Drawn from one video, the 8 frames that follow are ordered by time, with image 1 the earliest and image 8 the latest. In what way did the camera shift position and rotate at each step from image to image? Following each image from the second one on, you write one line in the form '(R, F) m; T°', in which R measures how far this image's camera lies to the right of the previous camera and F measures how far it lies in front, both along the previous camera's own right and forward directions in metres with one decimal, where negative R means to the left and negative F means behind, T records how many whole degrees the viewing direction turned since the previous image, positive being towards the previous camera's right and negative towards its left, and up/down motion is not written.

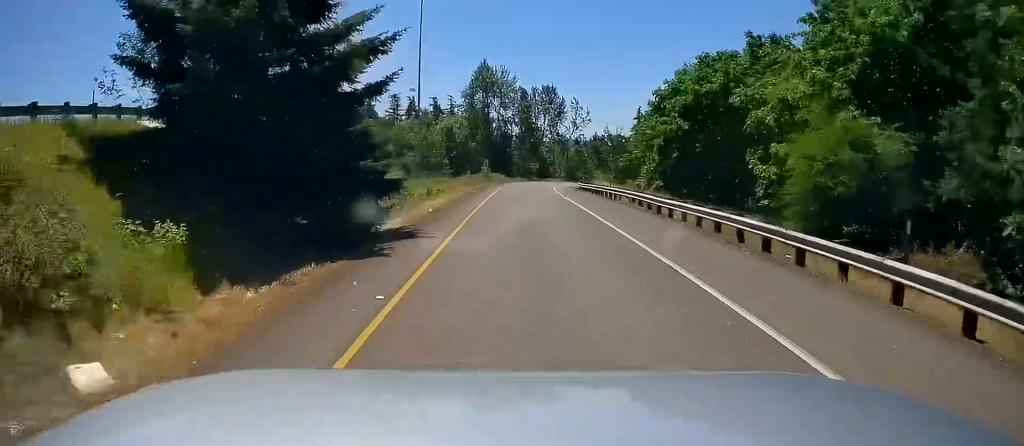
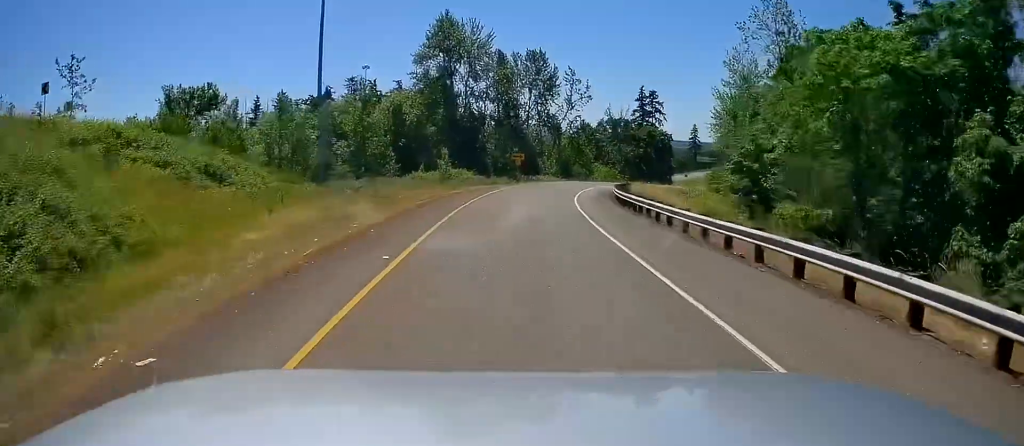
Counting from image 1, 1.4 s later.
(+0.6, +35.1) m; +3°
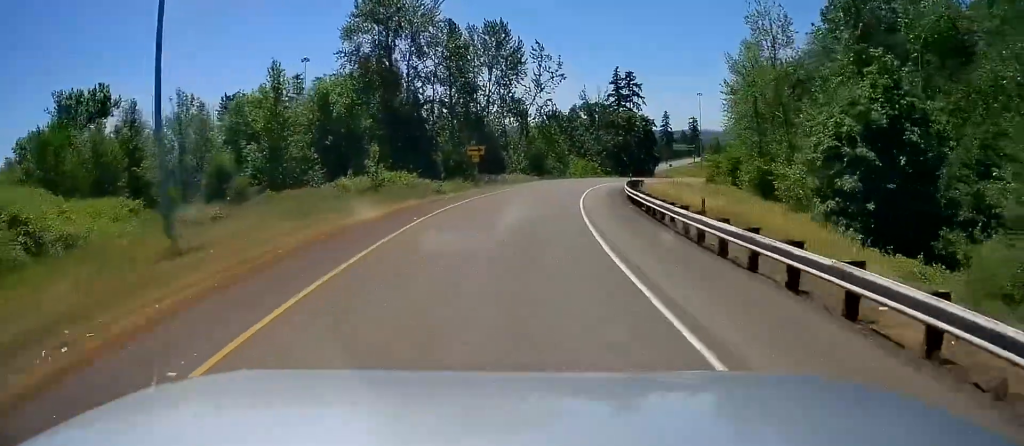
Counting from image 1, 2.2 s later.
(+0.5, +18.7) m; +4°
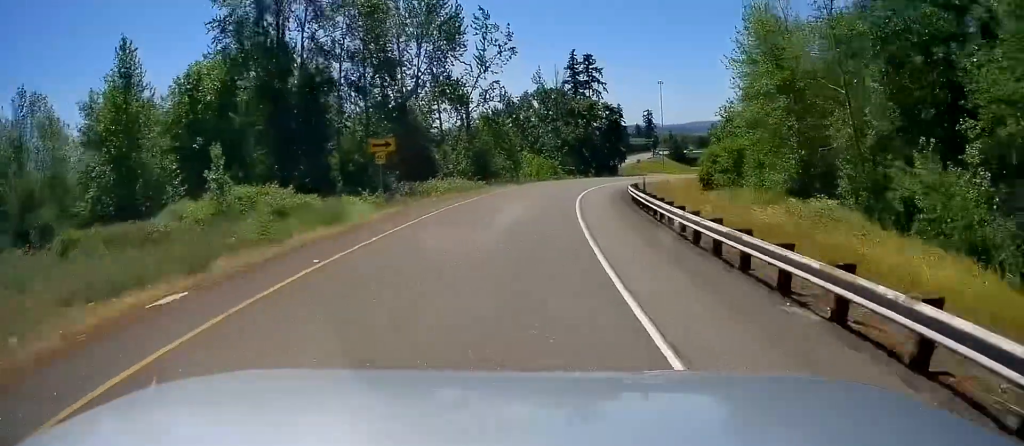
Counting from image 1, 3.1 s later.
(+0.9, +19.2) m; +6°
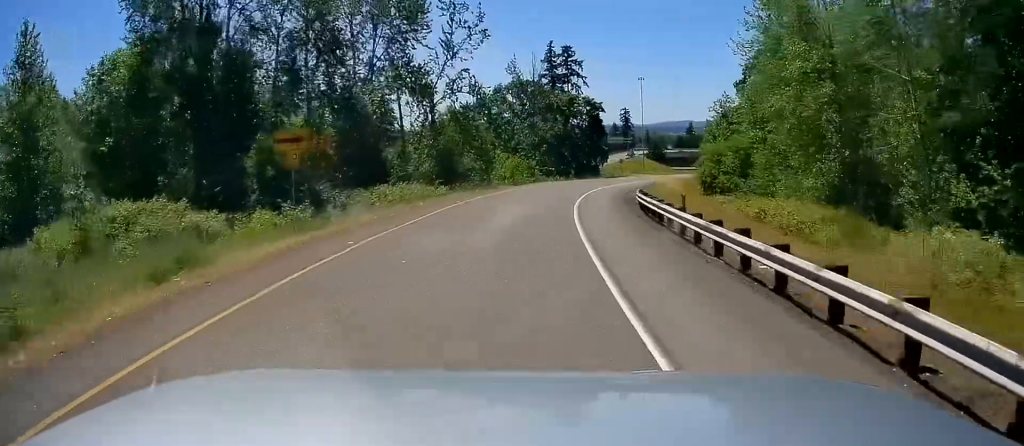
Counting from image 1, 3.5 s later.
(+0.5, +9.2) m; +3°
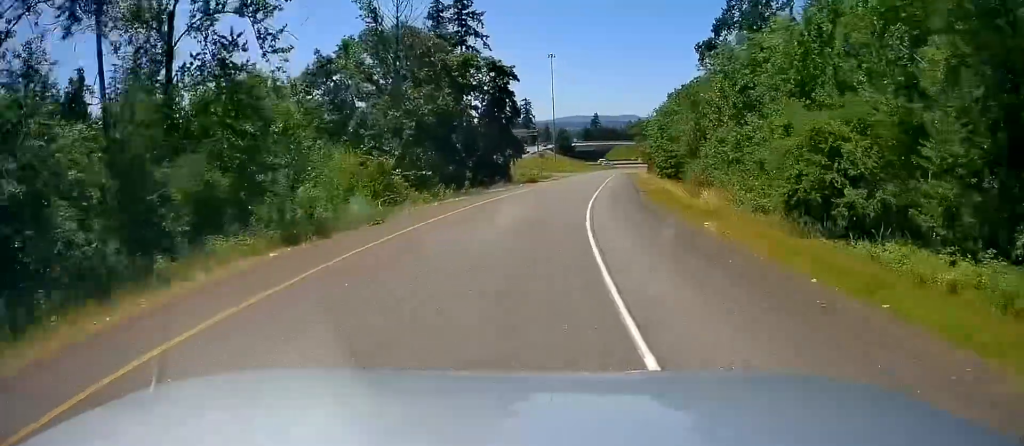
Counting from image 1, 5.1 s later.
(+2.6, +36.1) m; +8°
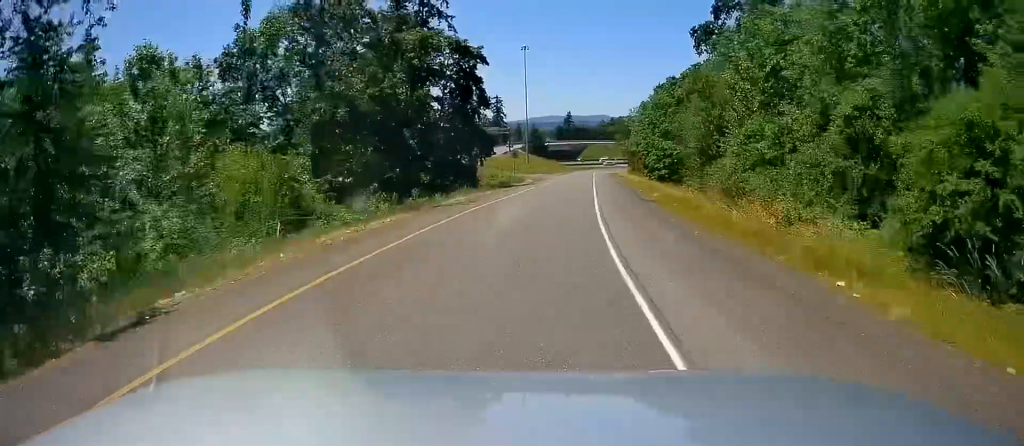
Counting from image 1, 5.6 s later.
(+0.3, +11.4) m; +3°
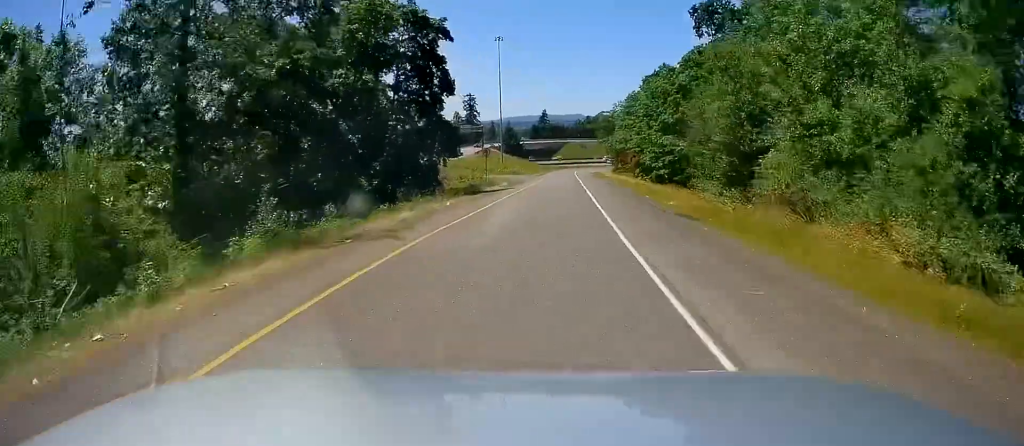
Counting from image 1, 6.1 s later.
(+0.3, +11.0) m; +1°
